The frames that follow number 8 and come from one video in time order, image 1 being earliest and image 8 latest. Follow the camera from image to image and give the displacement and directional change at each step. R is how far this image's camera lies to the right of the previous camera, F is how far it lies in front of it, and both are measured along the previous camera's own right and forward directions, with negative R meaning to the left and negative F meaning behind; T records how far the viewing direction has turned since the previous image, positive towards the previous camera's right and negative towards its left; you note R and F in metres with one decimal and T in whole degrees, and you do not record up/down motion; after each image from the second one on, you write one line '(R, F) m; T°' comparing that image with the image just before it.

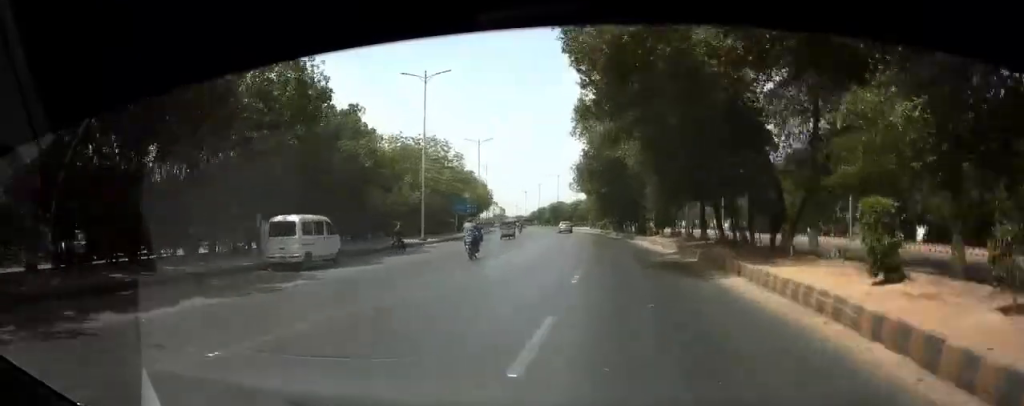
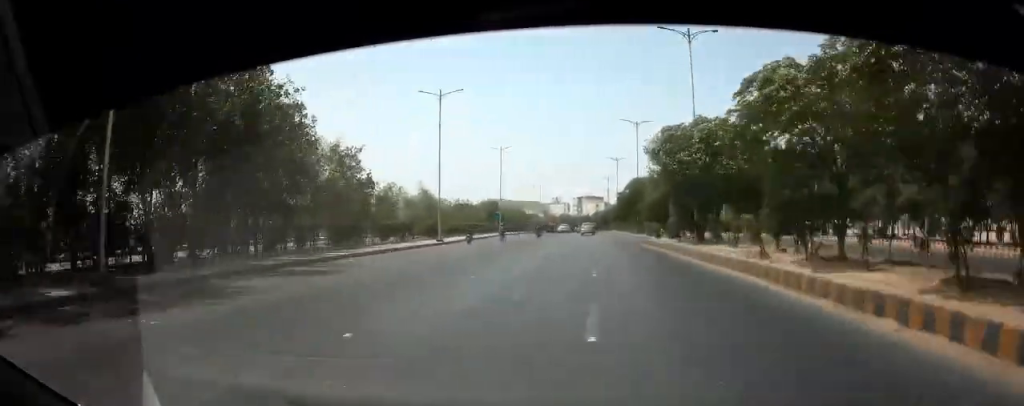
(-12.3, +101.6) m; -12°
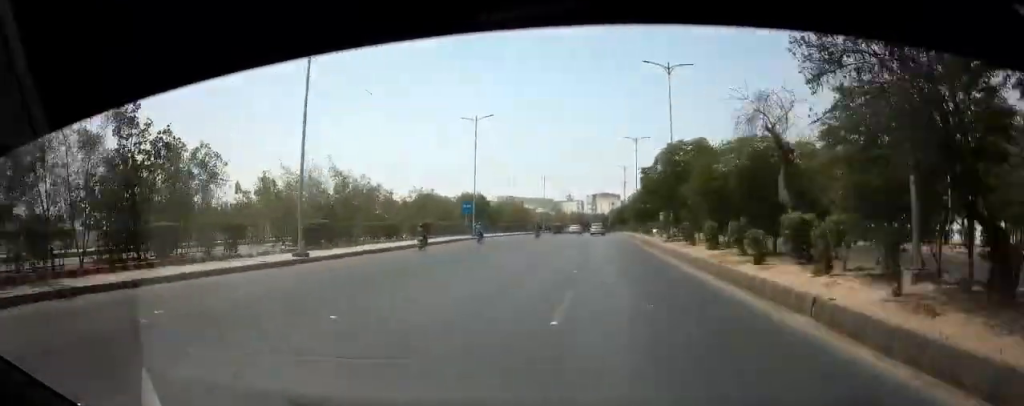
(-0.4, +23.3) m; -1°
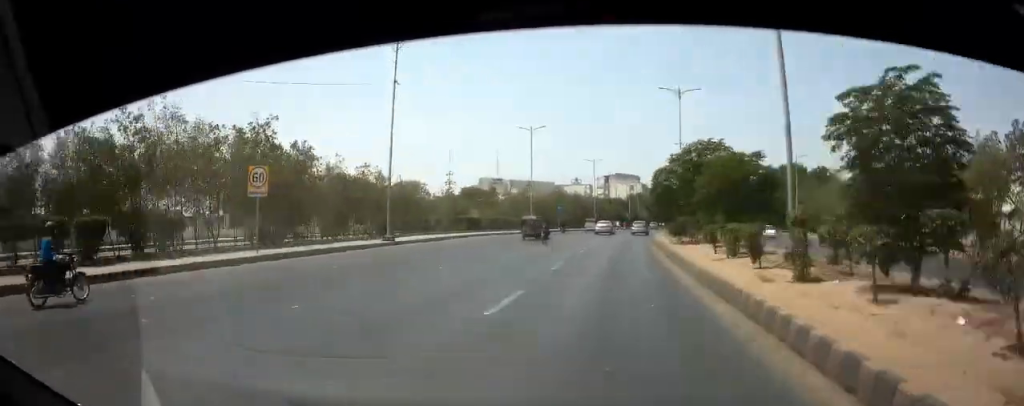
(-3.9, +95.4) m; -2°
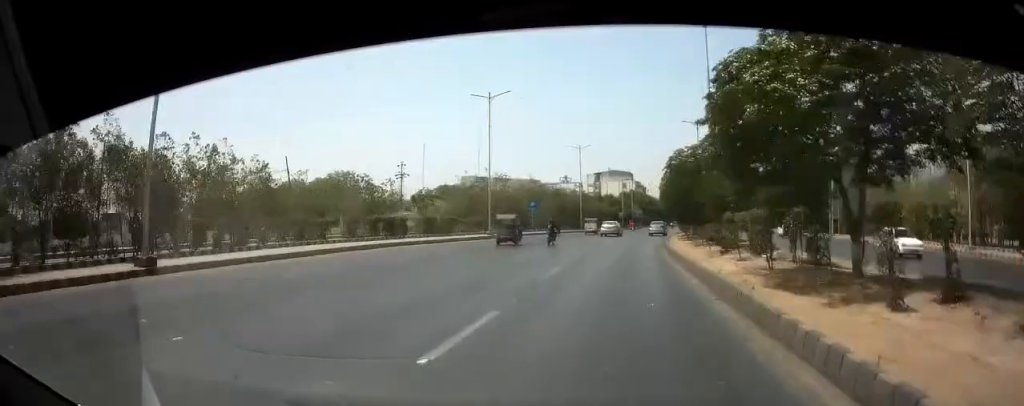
(-0.3, +18.8) m; +1°
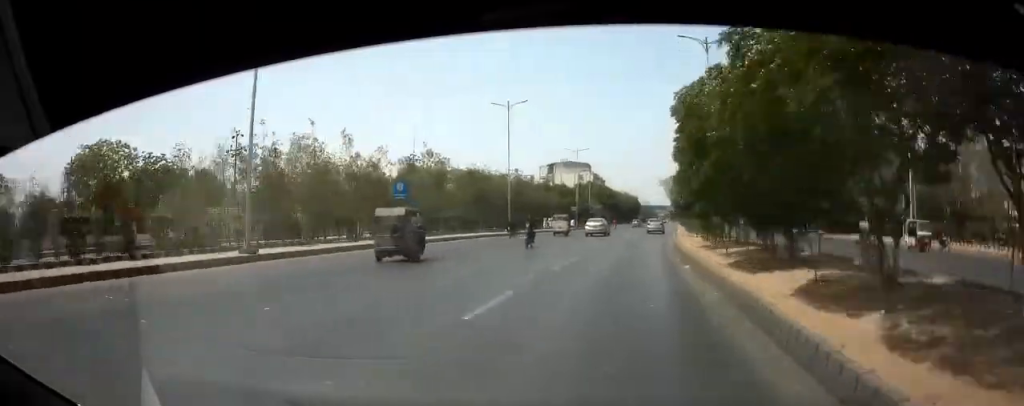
(+0.7, +29.7) m; +3°
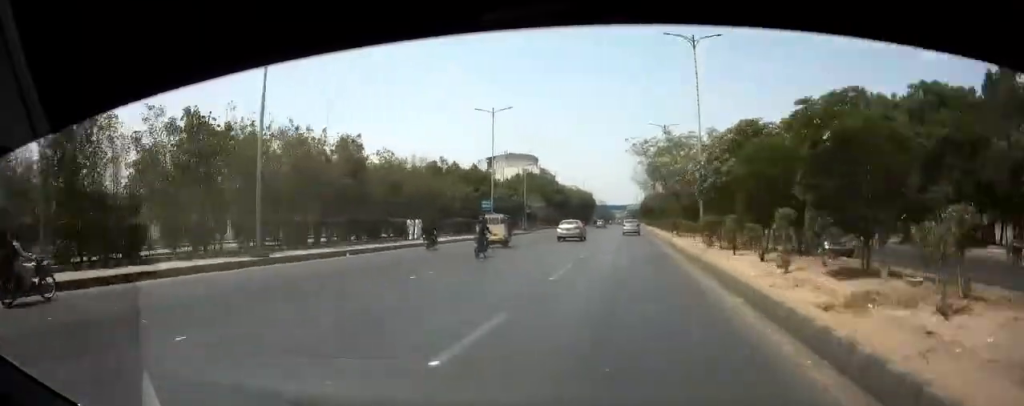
(+1.1, +34.3) m; +3°
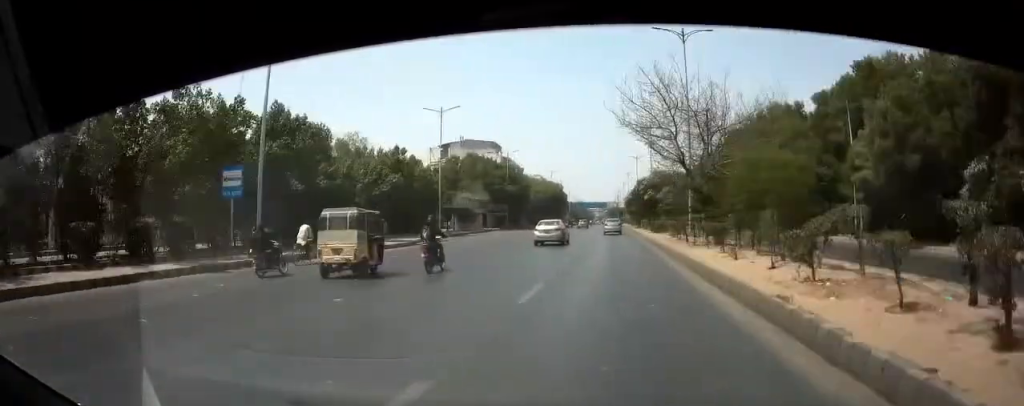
(+1.1, +35.7) m; +3°
